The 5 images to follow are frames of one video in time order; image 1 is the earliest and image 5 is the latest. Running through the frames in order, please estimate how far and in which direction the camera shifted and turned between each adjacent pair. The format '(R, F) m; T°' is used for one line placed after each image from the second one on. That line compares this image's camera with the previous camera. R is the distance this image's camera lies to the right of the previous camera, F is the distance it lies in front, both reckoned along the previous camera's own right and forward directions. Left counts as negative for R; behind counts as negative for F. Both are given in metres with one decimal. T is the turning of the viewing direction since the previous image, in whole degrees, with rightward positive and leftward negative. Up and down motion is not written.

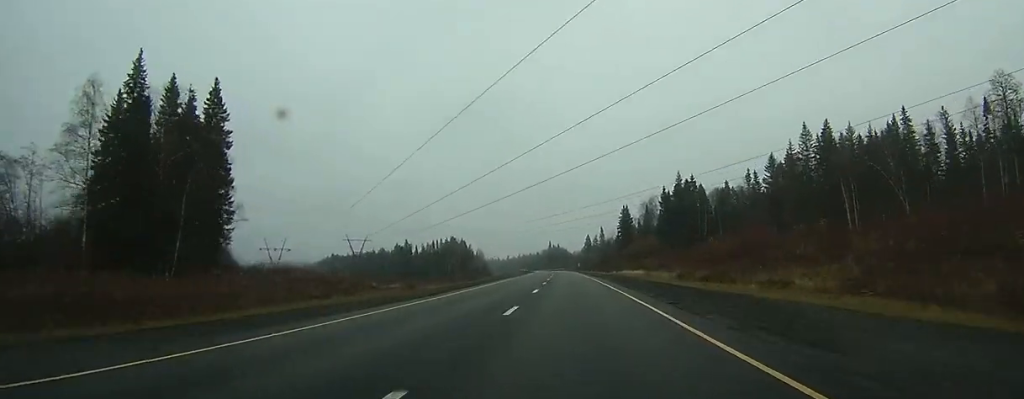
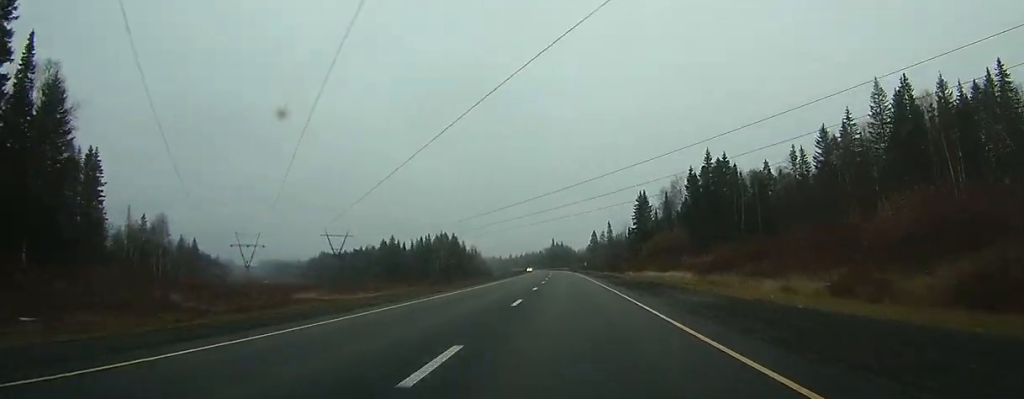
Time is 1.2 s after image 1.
(-0.2, +32.7) m; -1°
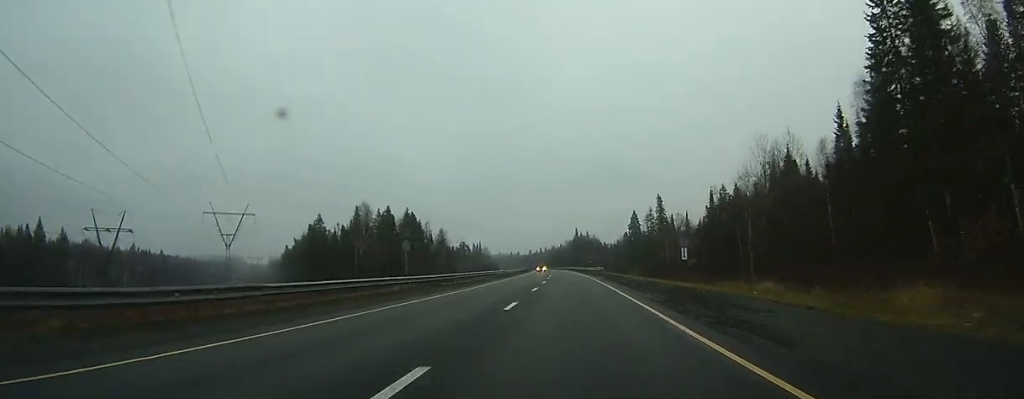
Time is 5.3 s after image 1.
(-1.9, +108.1) m; -2°
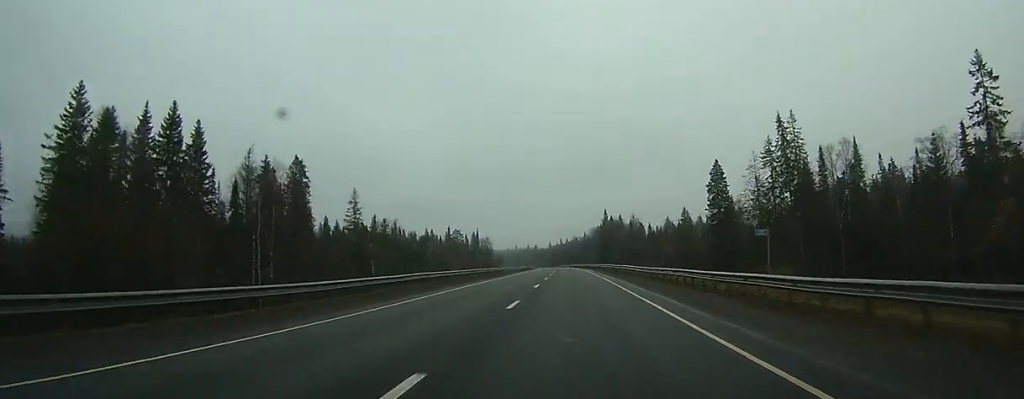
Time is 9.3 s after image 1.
(-2.1, +103.2) m; -2°
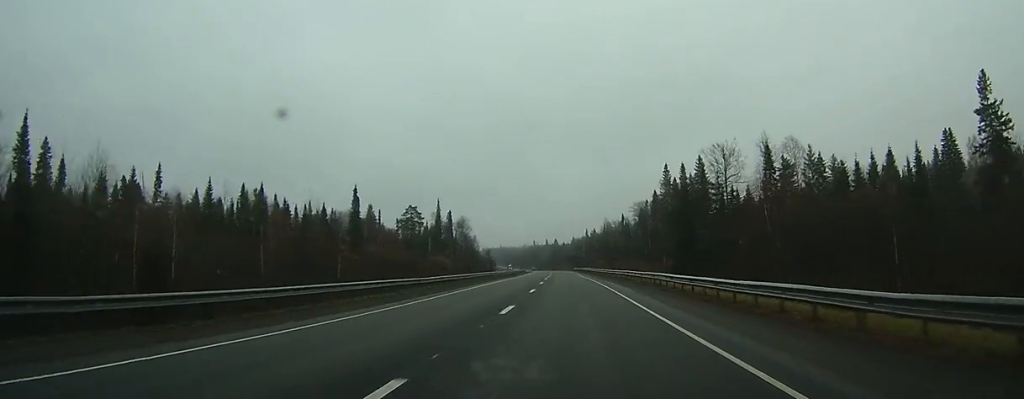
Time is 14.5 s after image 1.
(-3.2, +147.4) m; -3°
